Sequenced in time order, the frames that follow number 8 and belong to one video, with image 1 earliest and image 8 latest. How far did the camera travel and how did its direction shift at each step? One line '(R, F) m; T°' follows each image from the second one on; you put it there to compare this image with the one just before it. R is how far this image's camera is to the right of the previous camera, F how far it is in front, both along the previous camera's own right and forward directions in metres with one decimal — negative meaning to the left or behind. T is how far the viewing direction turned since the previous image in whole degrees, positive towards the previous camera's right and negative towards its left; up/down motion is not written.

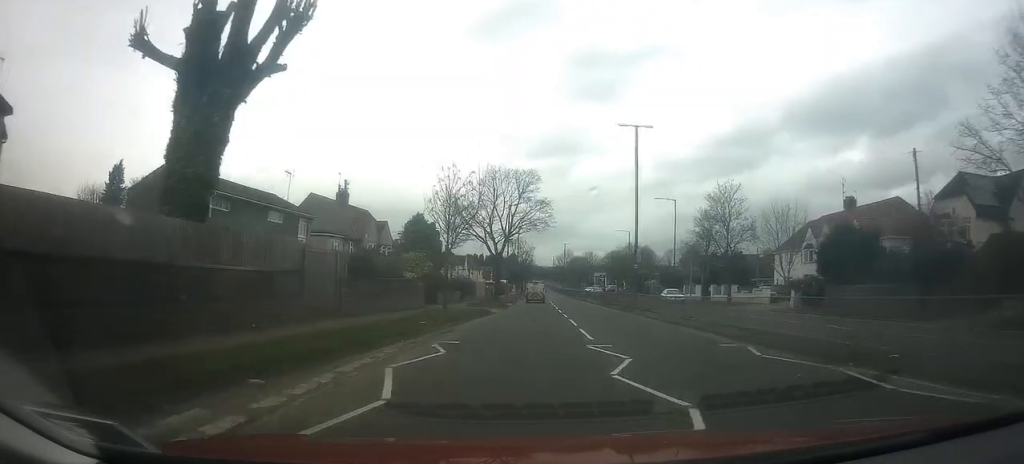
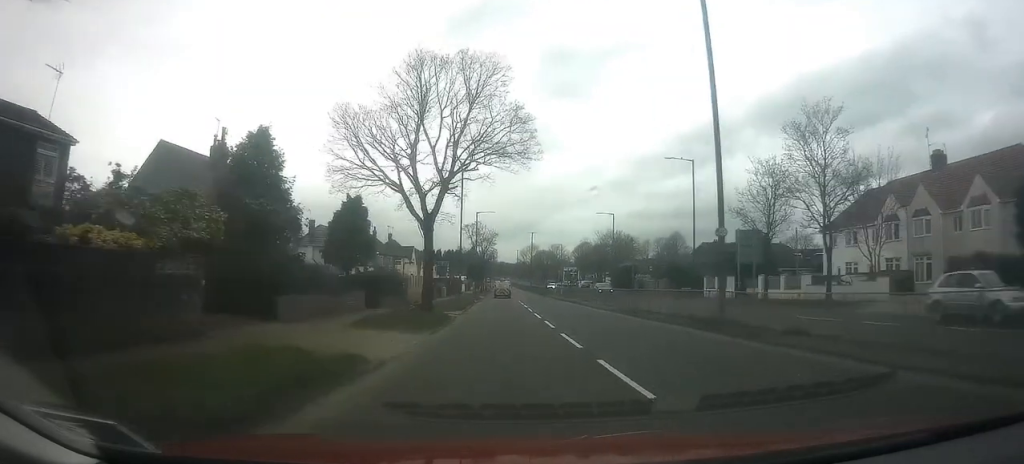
(+0.8, +19.7) m; +3°
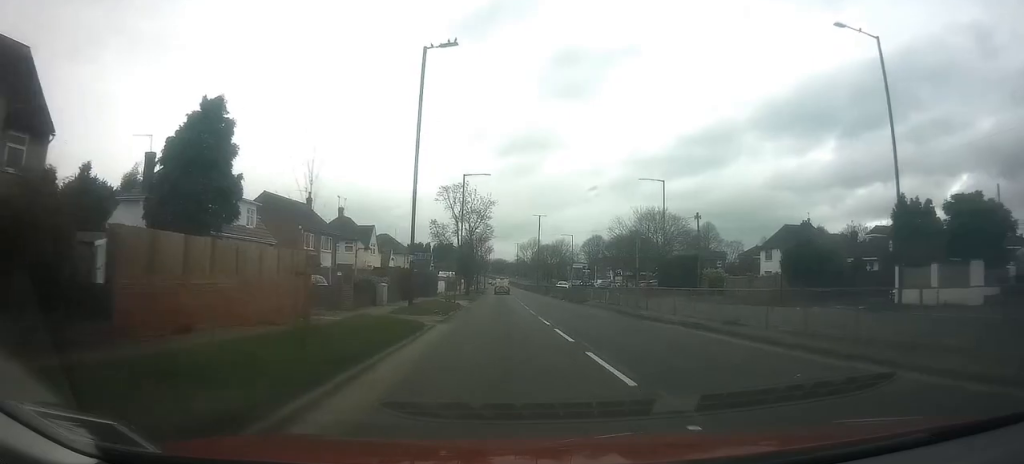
(+0.8, +27.2) m; +3°
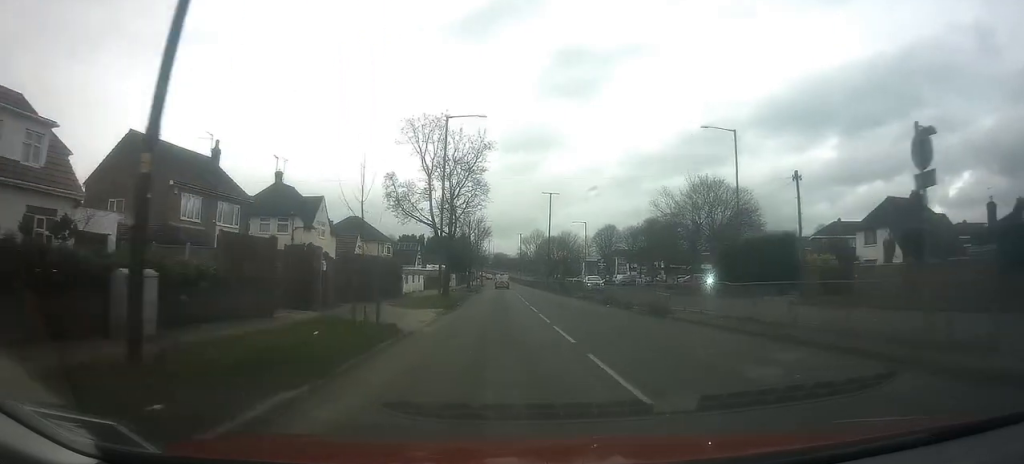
(0.0, +18.7) m; 0°
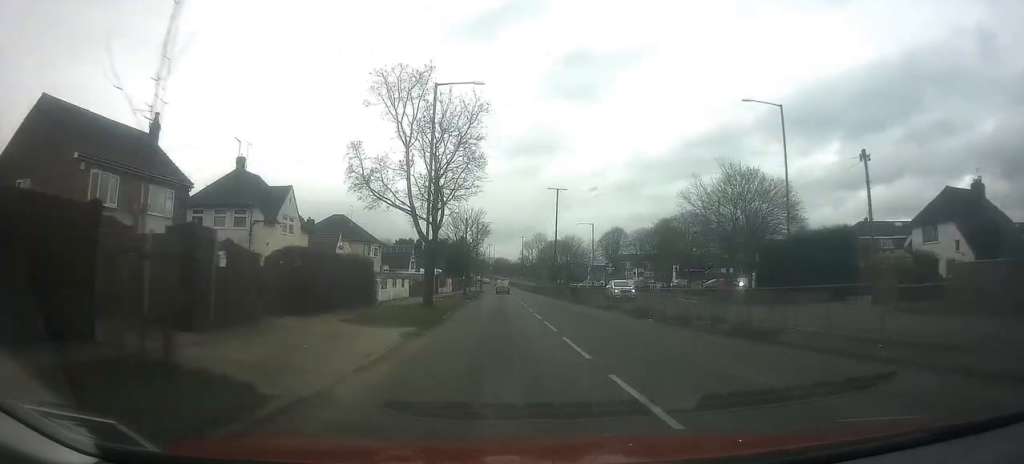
(0.0, +7.7) m; 0°
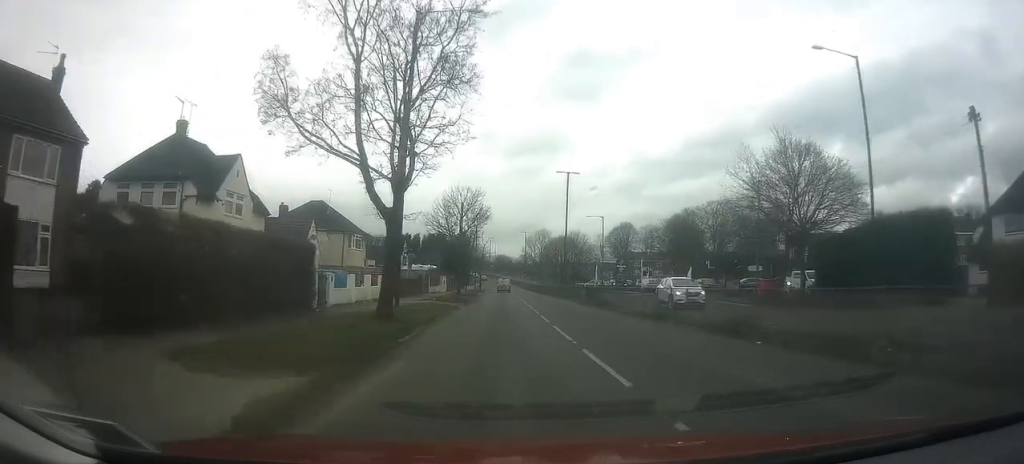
(0.0, +8.3) m; 0°
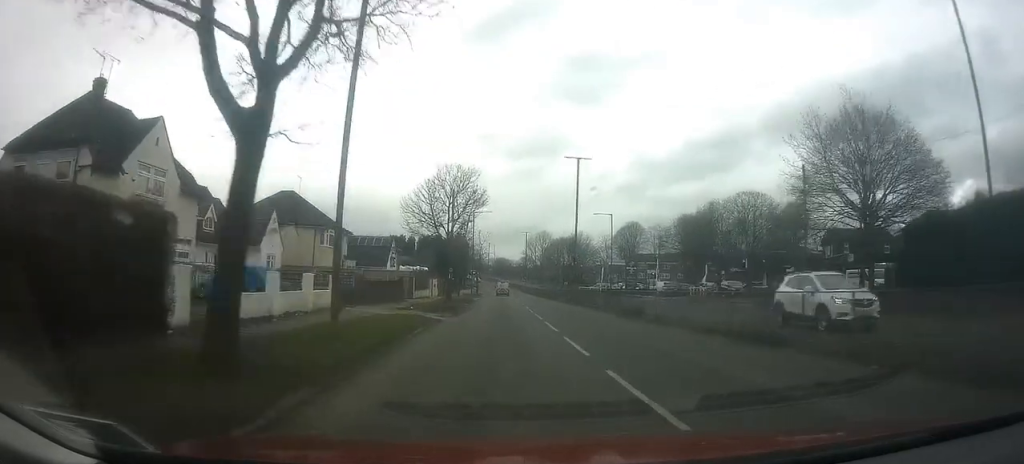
(0.0, +8.5) m; 0°
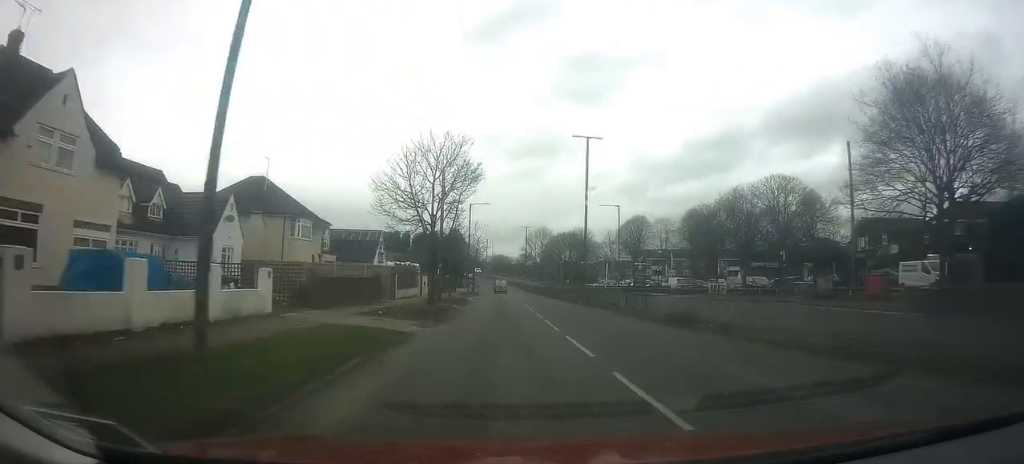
(0.0, +6.5) m; 0°
